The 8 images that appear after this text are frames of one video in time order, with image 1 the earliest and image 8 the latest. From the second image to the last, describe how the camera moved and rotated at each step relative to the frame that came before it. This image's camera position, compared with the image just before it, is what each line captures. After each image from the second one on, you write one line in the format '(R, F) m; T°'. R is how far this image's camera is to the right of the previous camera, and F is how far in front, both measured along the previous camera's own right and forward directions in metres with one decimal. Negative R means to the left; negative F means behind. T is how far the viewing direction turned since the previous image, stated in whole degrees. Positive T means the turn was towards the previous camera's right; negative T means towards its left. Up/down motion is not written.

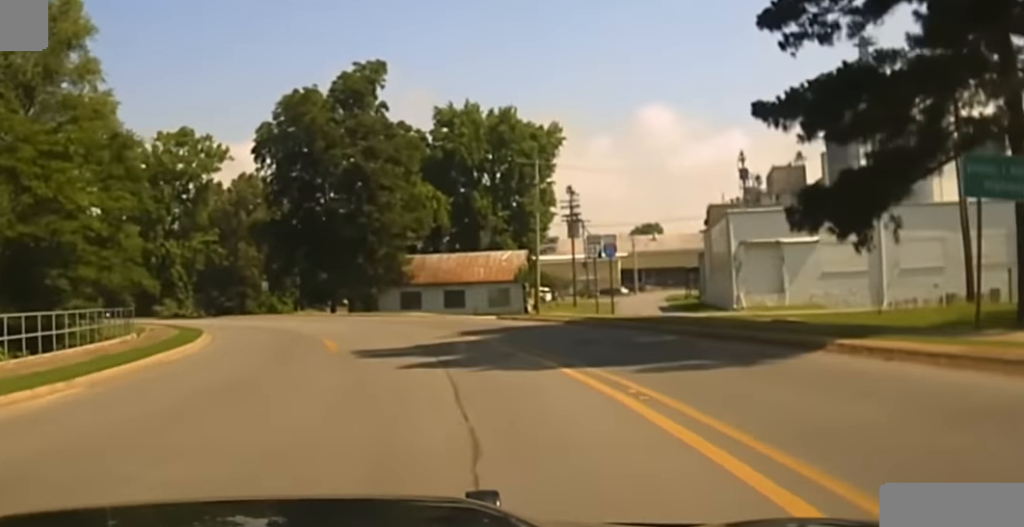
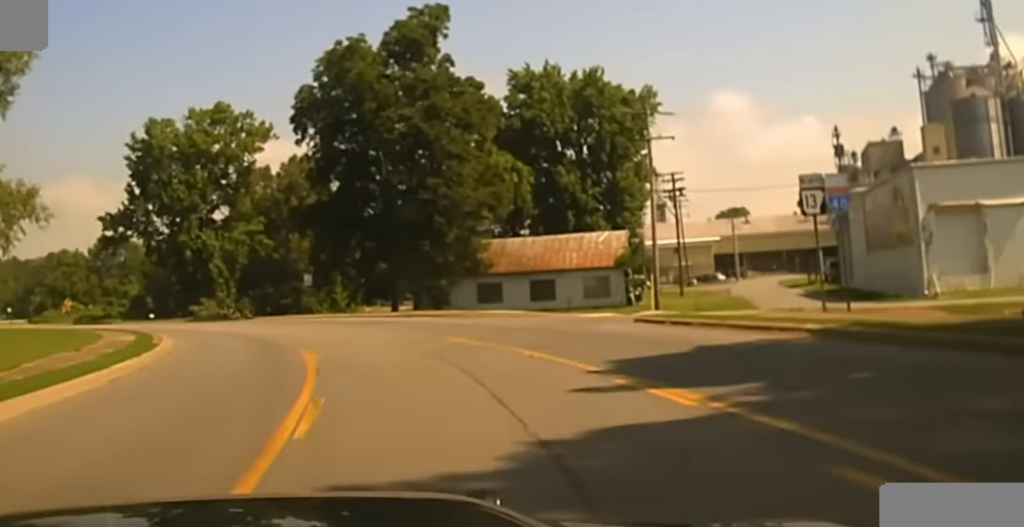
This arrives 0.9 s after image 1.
(0.0, +17.8) m; 0°
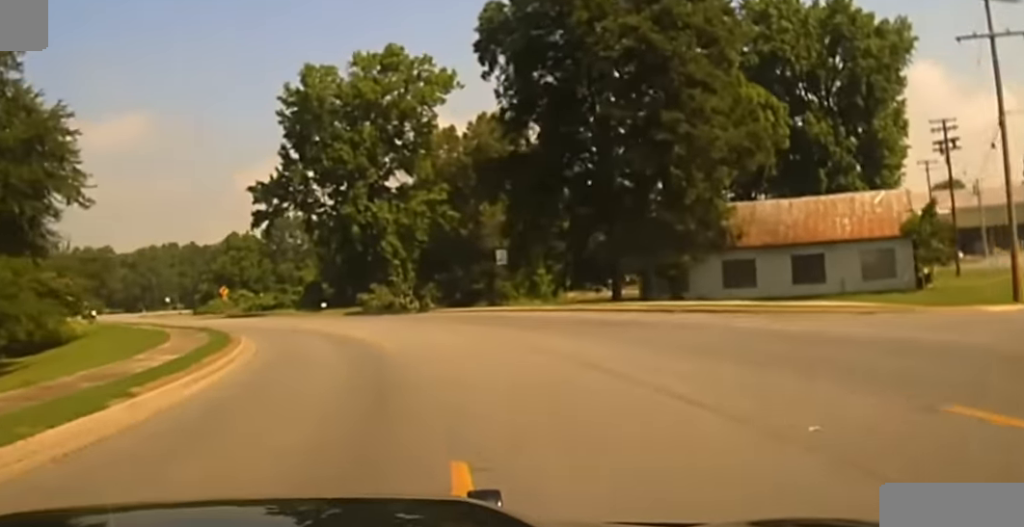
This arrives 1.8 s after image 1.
(0.0, +16.7) m; 0°
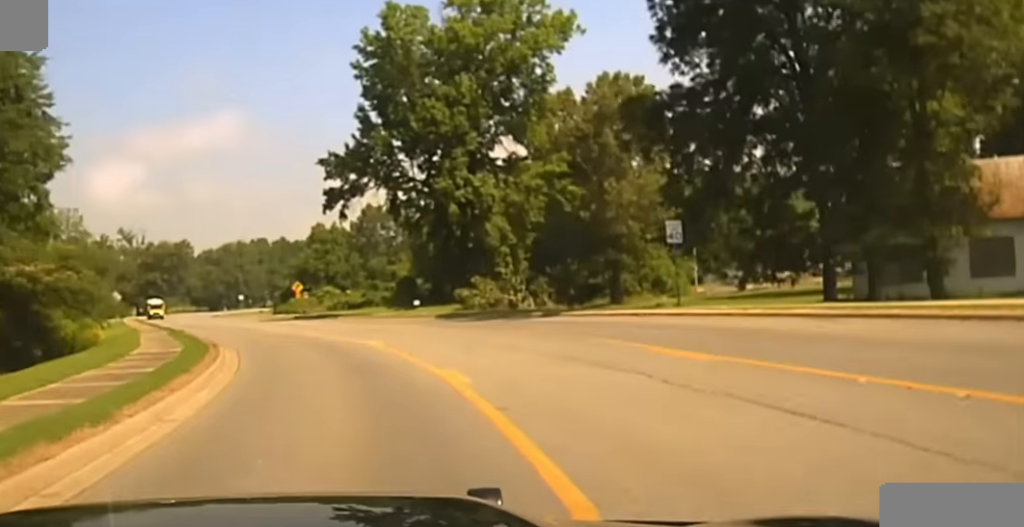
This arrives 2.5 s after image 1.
(0.0, +17.1) m; 0°
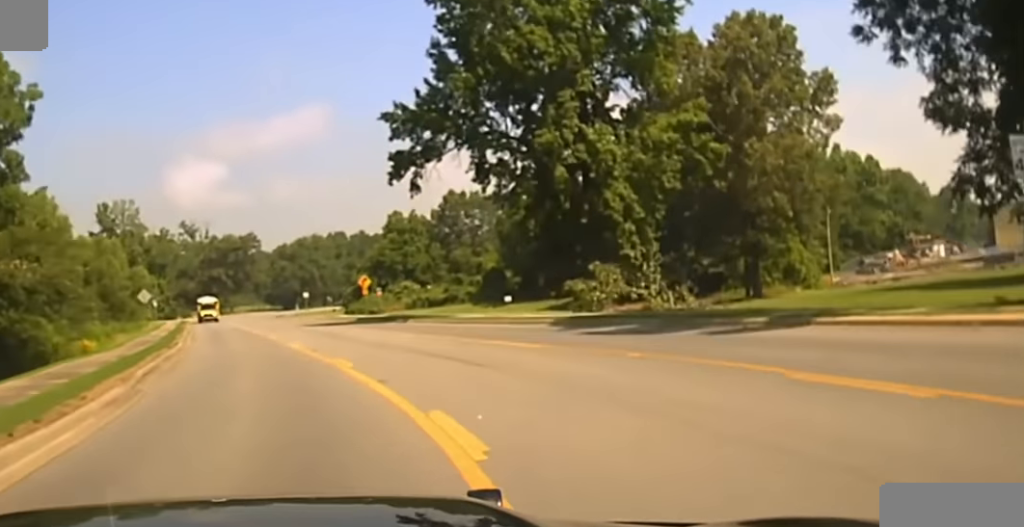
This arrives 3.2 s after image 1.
(0.0, +16.8) m; -4°
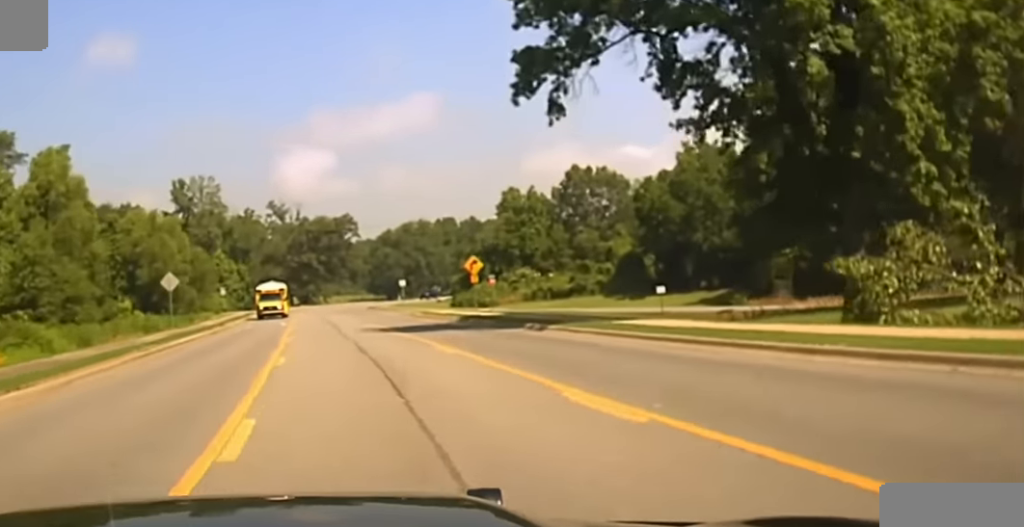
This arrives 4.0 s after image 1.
(-1.0, +20.7) m; -7°
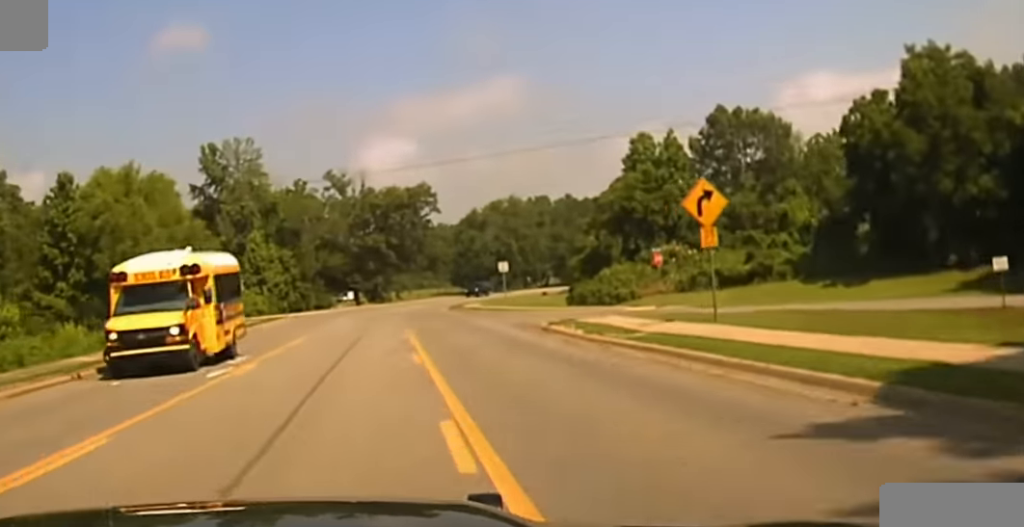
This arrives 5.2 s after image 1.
(-3.3, +31.7) m; -8°
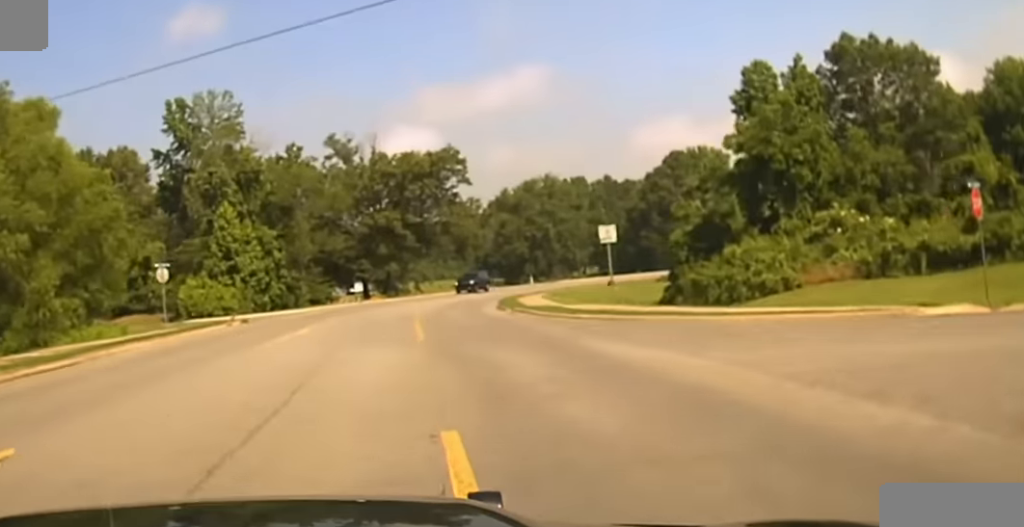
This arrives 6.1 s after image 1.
(-0.6, +25.5) m; -1°
